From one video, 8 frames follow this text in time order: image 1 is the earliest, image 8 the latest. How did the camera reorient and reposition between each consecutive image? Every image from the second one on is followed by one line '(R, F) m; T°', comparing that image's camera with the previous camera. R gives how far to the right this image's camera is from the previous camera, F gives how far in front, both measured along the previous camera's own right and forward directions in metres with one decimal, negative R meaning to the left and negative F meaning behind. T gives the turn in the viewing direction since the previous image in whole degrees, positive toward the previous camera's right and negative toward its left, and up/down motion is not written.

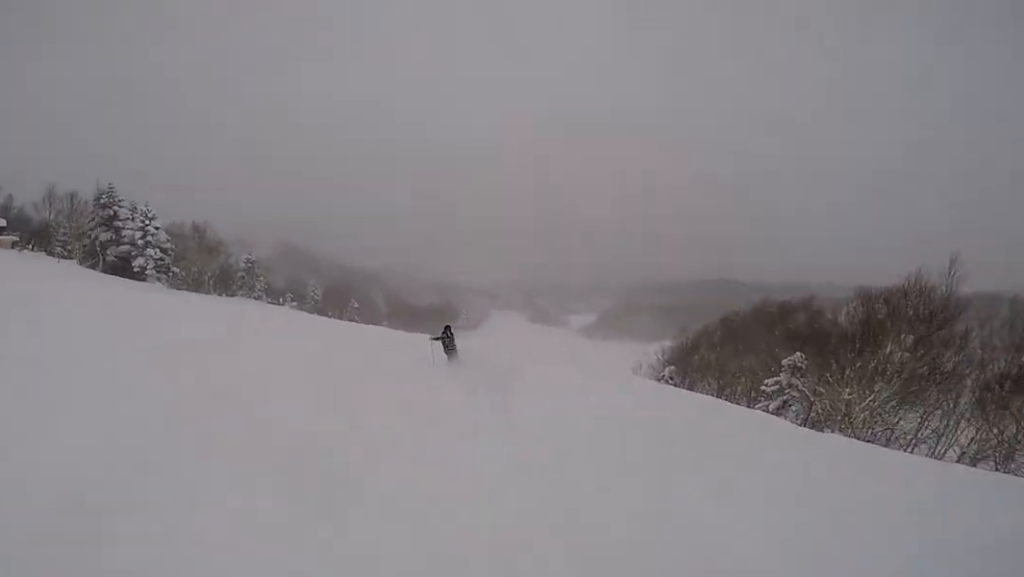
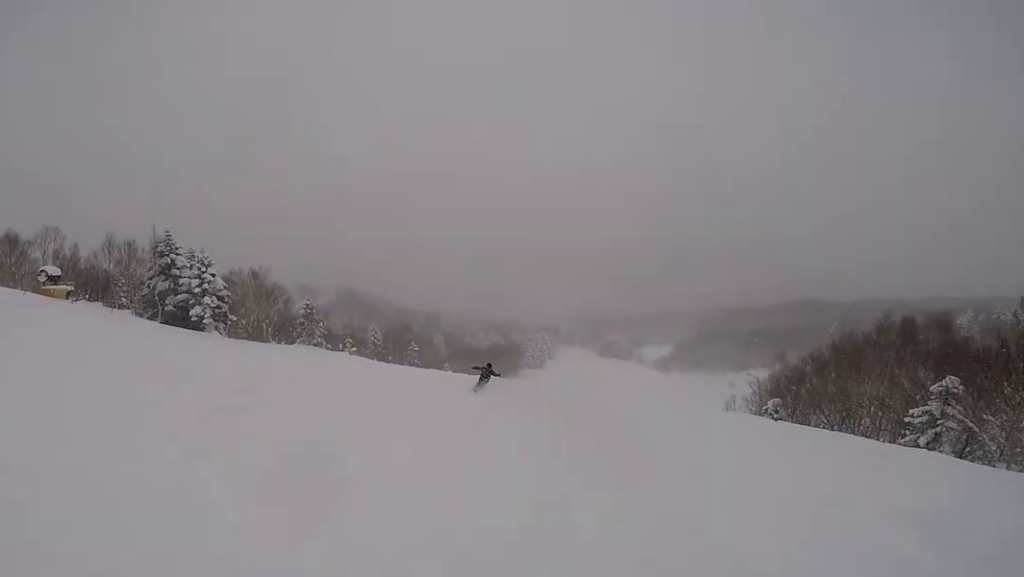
(-1.0, +2.7) m; -16°
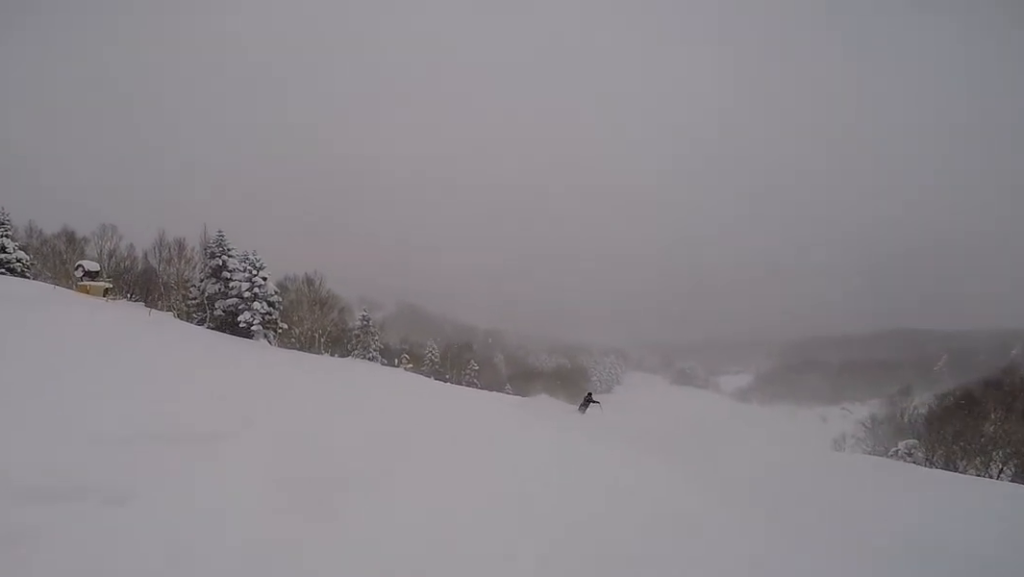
(-0.6, +3.8) m; -9°
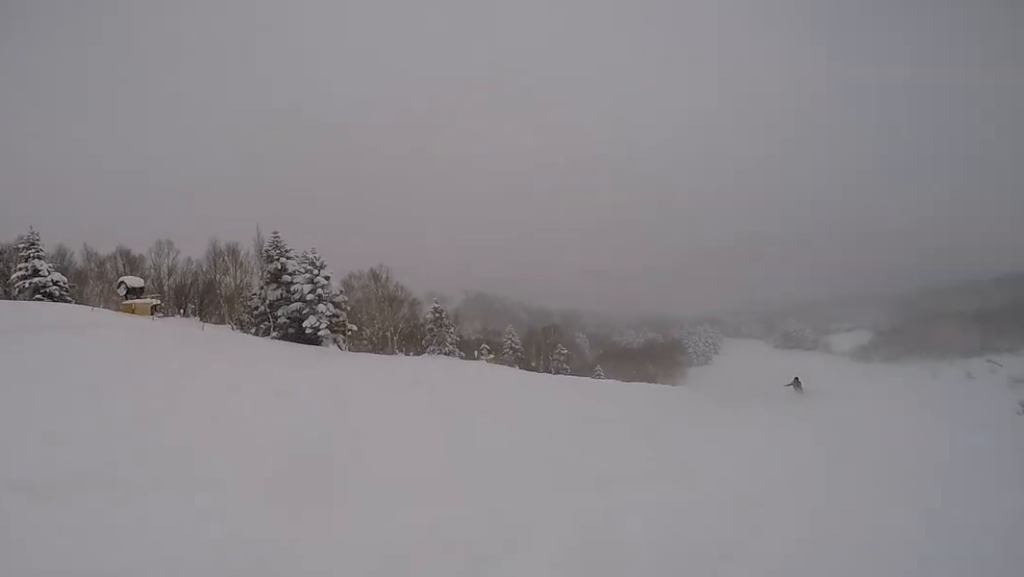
(0.0, +4.6) m; +9°
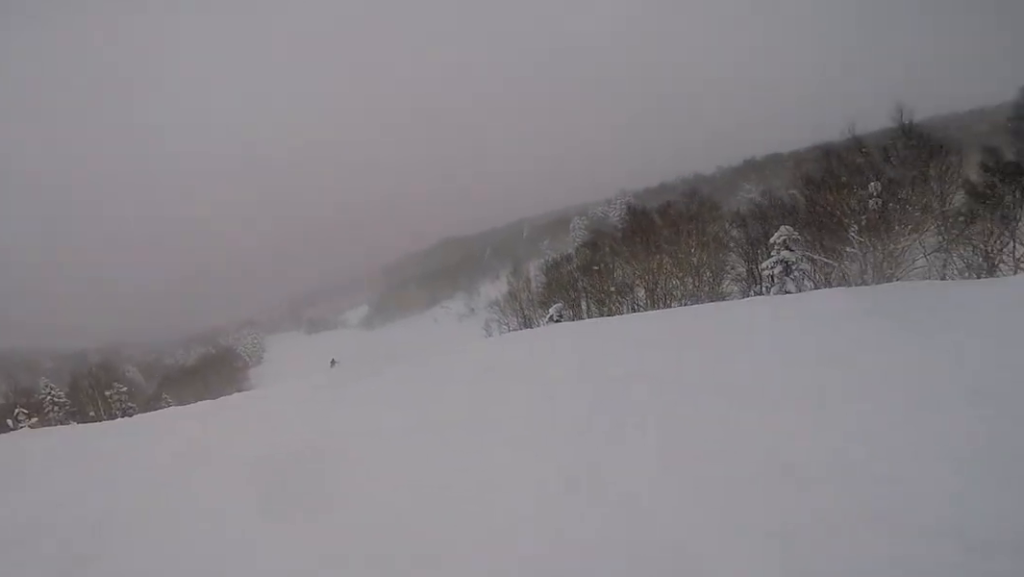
(+0.7, +3.8) m; +33°
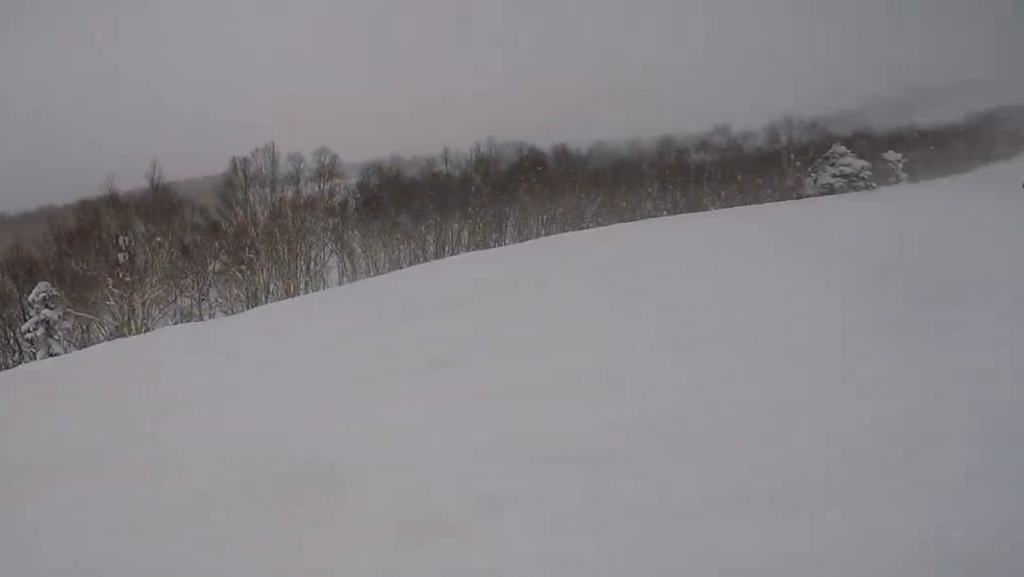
(+0.9, +2.7) m; +43°
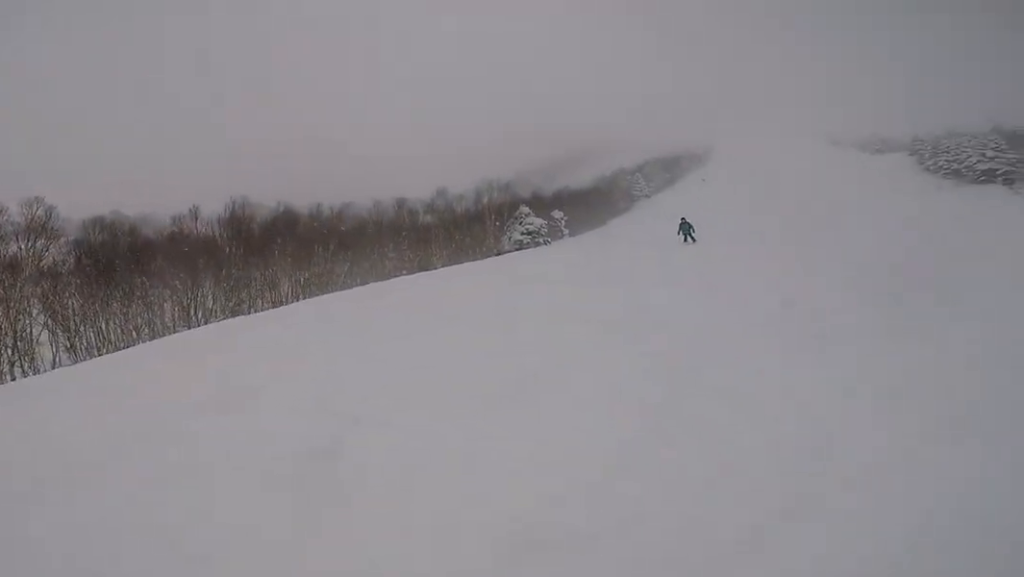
(-0.1, +1.7) m; +28°
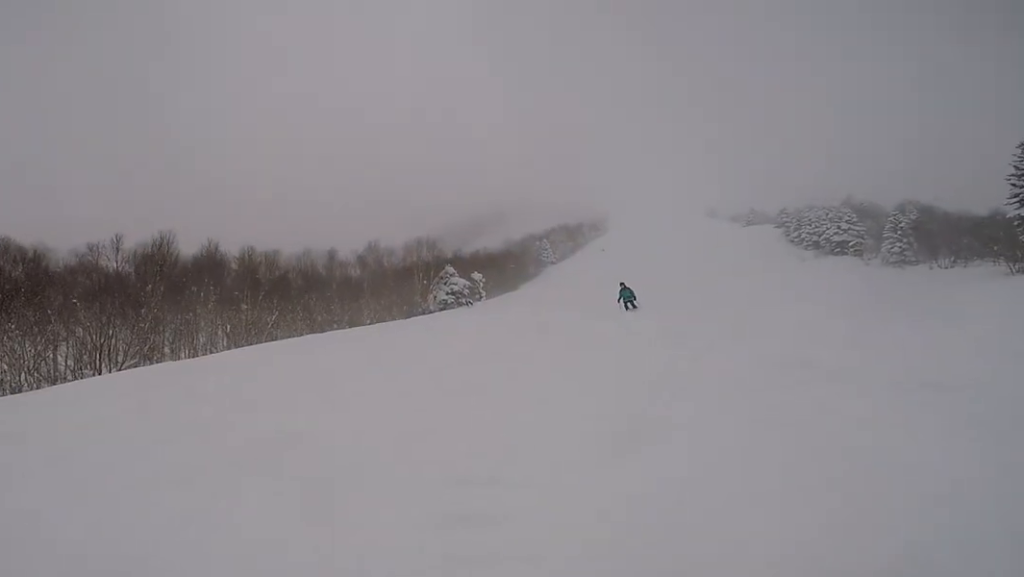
(+1.2, +1.2) m; +6°
